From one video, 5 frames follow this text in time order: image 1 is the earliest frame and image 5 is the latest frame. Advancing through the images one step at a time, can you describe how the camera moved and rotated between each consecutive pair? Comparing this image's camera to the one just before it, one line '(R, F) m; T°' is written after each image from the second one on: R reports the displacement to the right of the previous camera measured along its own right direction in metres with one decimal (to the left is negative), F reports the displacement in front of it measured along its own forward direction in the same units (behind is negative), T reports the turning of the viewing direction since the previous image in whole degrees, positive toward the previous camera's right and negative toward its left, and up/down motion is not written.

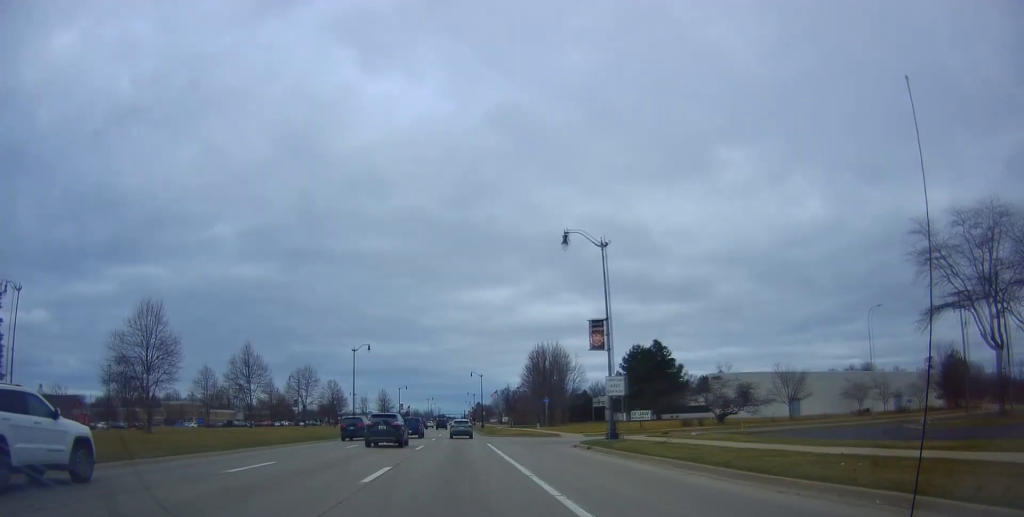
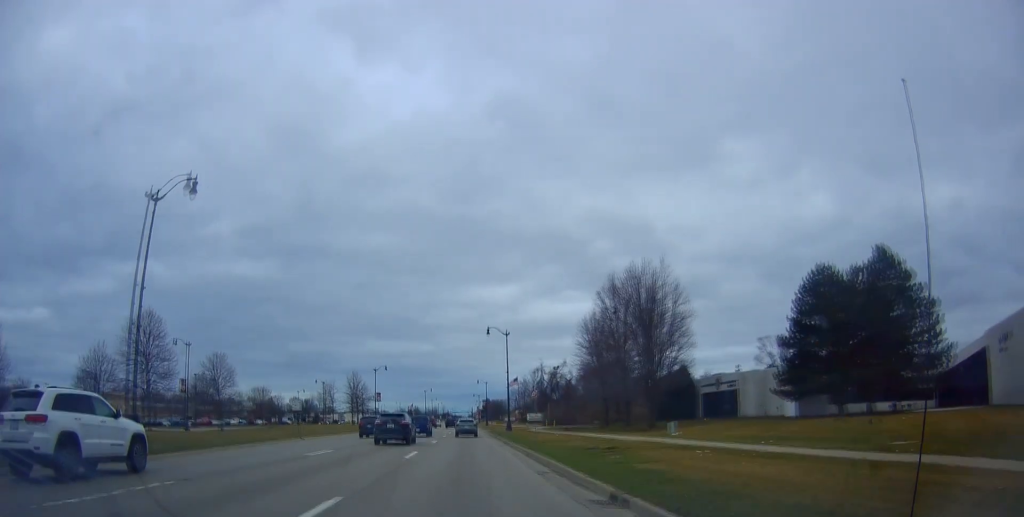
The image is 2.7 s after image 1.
(+0.1, +51.3) m; +1°
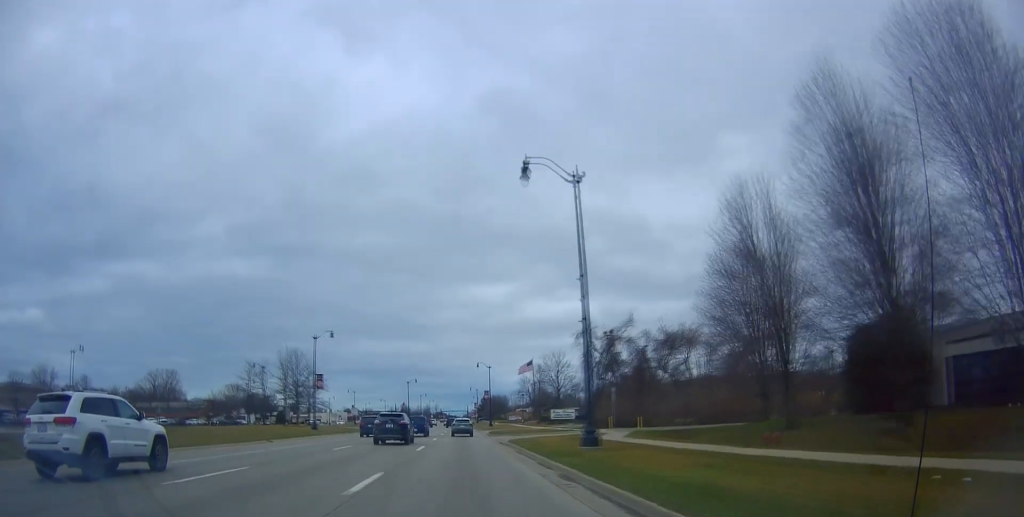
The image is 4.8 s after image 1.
(+0.7, +39.9) m; -1°
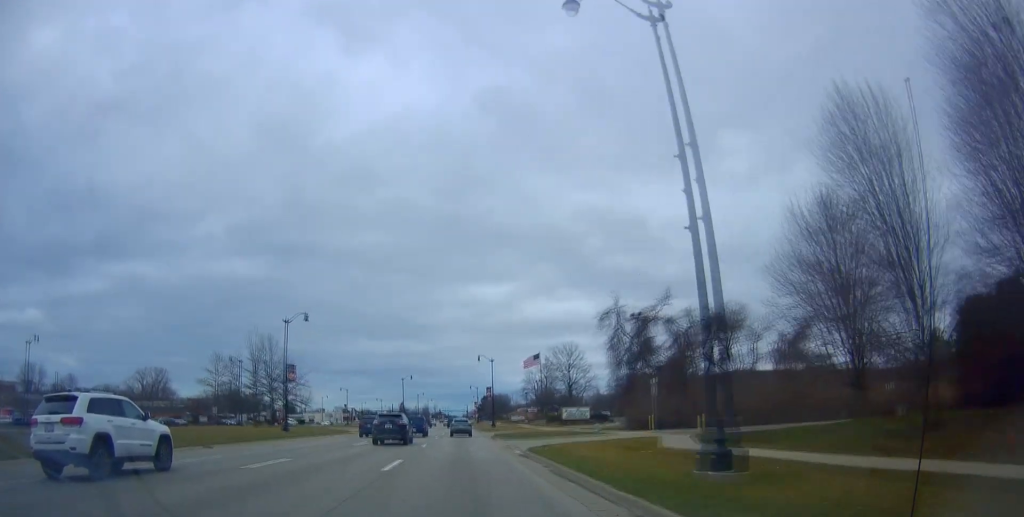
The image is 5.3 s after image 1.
(0.0, +10.6) m; -1°
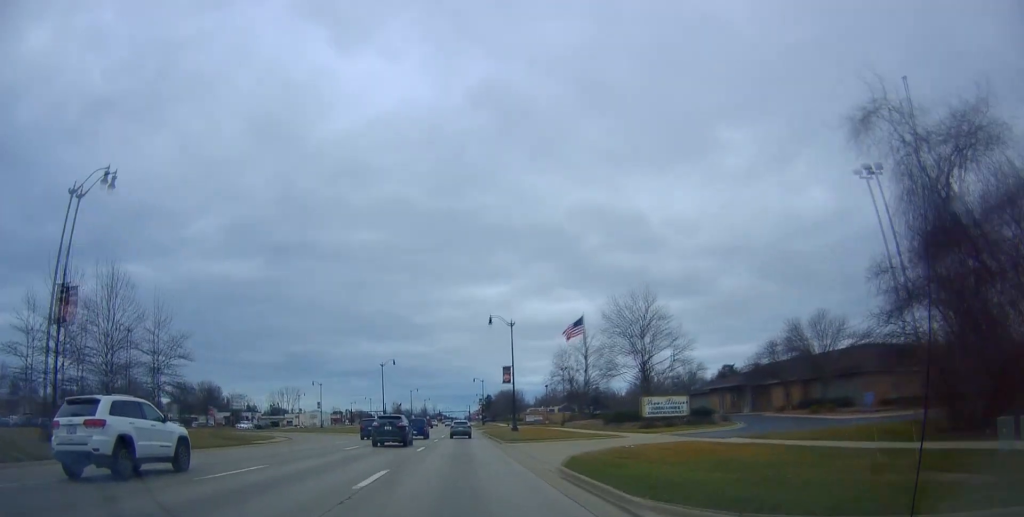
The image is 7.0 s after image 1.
(+0.3, +34.1) m; +3°
